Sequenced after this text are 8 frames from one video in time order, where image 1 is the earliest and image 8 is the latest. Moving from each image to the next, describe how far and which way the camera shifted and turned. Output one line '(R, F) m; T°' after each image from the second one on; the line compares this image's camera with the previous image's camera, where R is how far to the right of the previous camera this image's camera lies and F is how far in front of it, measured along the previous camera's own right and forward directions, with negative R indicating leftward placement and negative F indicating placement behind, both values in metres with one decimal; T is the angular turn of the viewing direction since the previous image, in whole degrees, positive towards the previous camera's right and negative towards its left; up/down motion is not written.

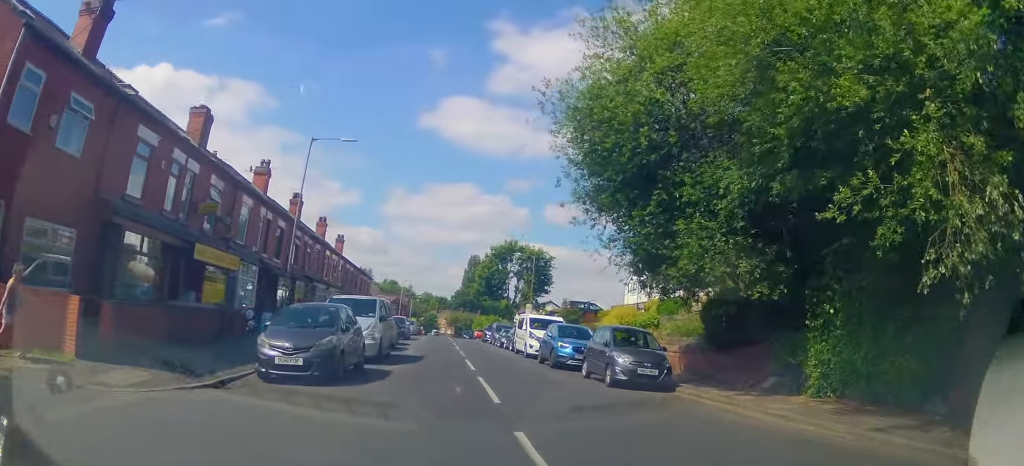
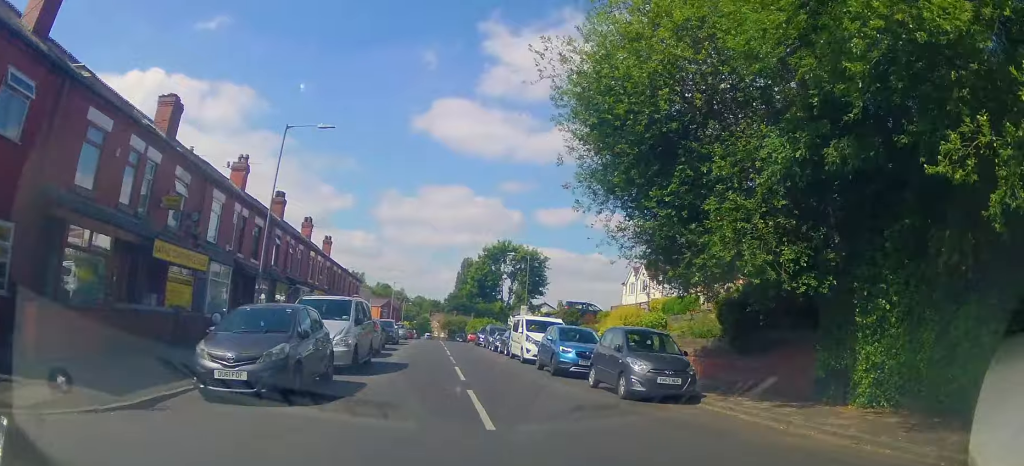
(+0.1, +2.1) m; +2°
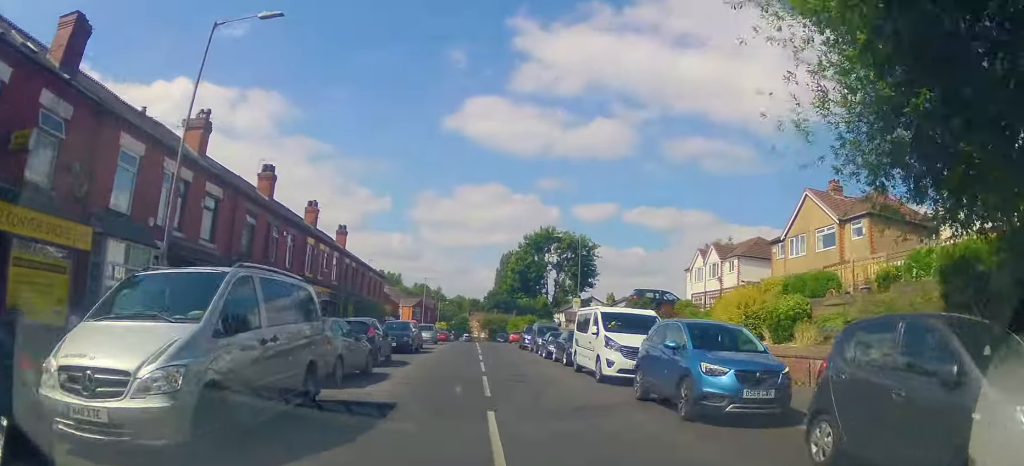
(-0.8, +9.0) m; -4°
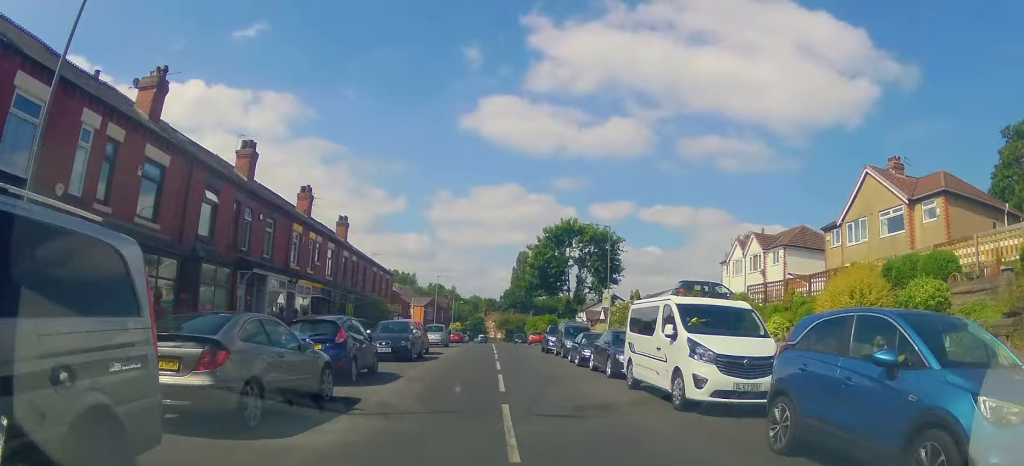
(+0.5, +5.0) m; 0°
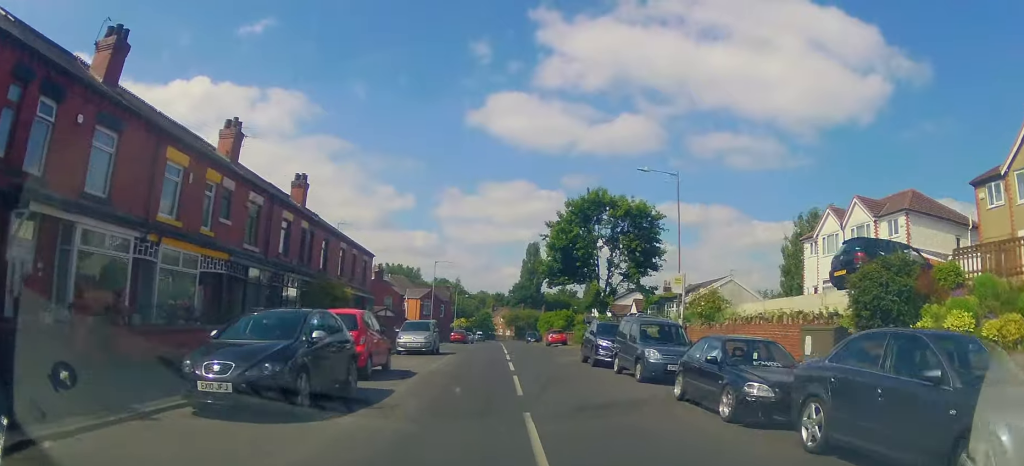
(-0.6, +12.9) m; -5°
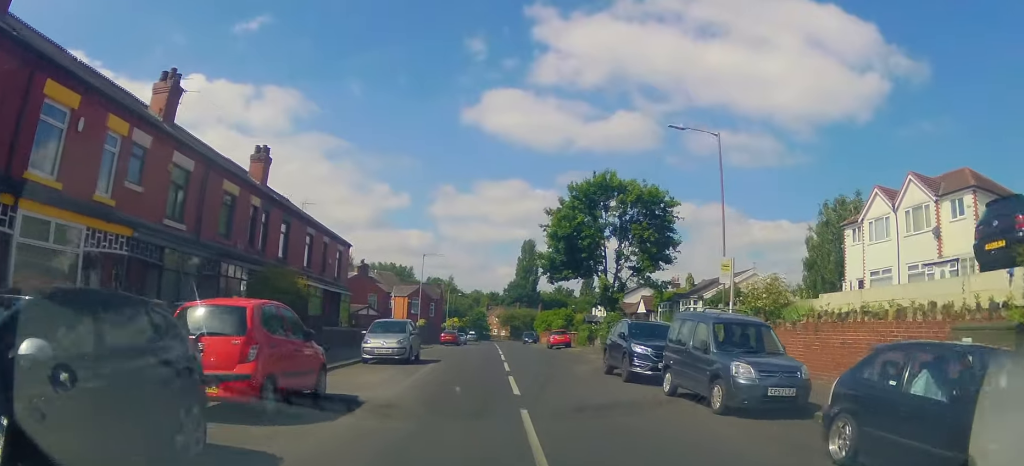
(-0.5, +5.7) m; +2°
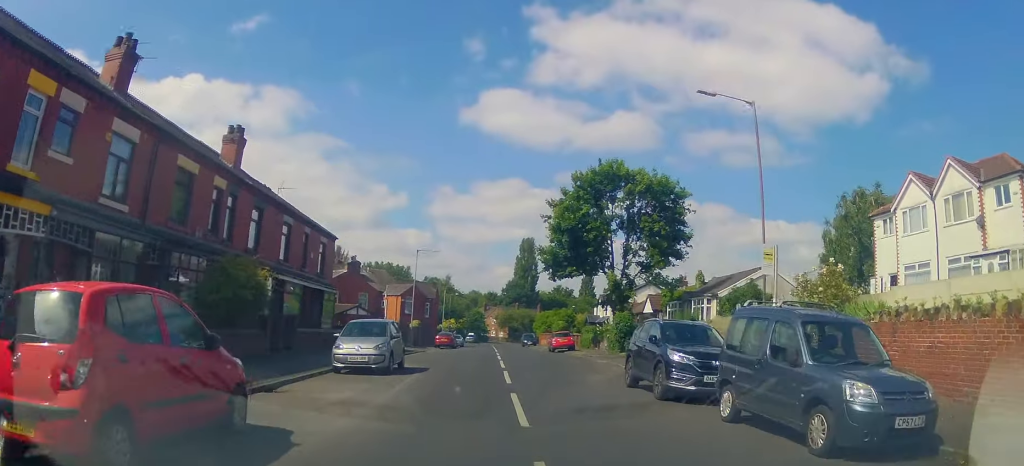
(+0.4, +3.3) m; +1°
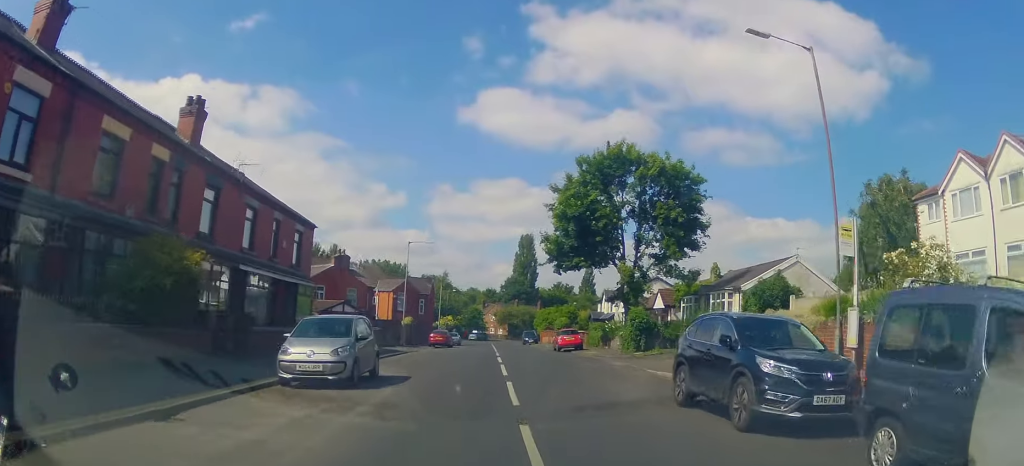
(+0.3, +4.0) m; +1°
